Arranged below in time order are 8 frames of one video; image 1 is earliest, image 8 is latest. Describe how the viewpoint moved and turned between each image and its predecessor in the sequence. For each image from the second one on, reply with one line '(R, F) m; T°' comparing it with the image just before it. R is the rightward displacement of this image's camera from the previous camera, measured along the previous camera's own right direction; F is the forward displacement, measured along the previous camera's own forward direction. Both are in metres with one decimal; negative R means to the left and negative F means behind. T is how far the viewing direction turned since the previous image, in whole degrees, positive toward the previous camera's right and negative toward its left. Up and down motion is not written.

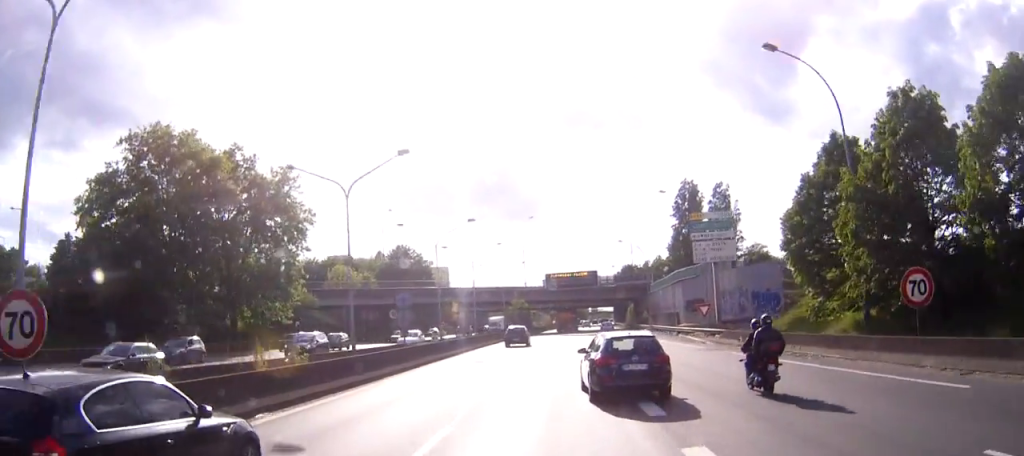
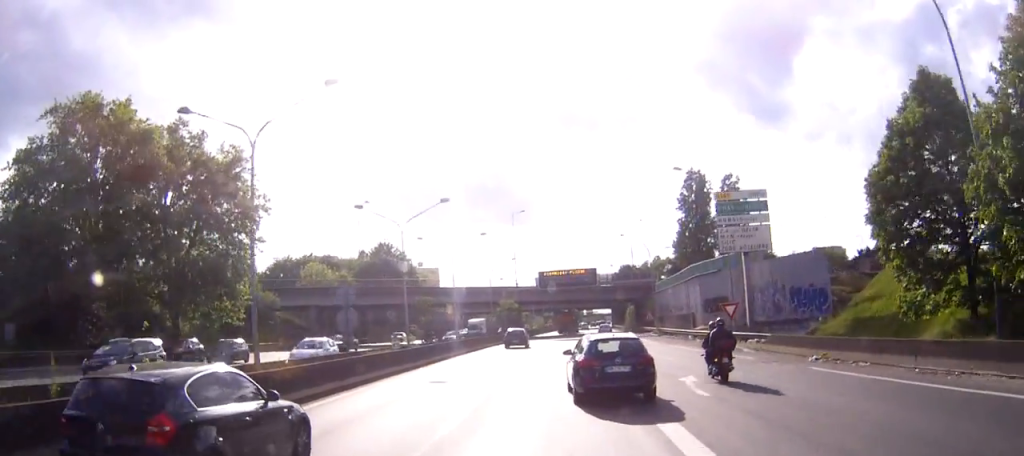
(0.0, +10.8) m; 0°
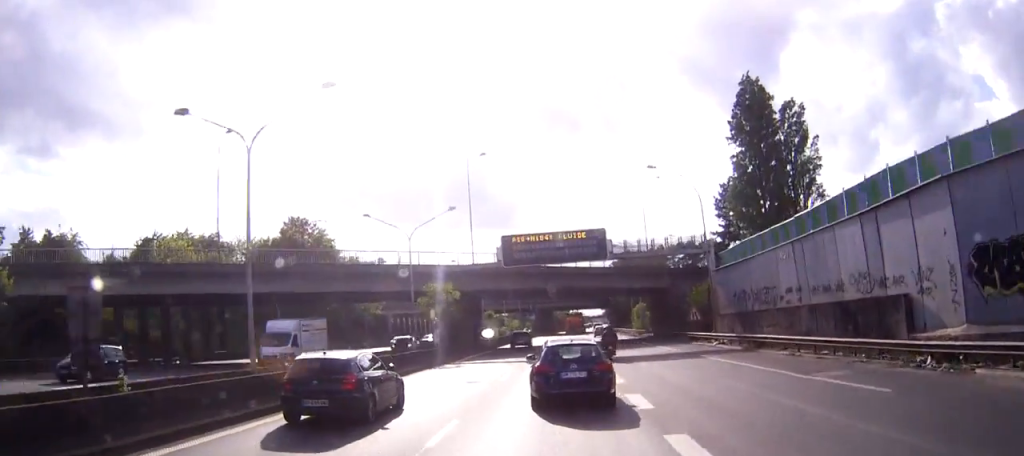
(+0.5, +40.8) m; +2°
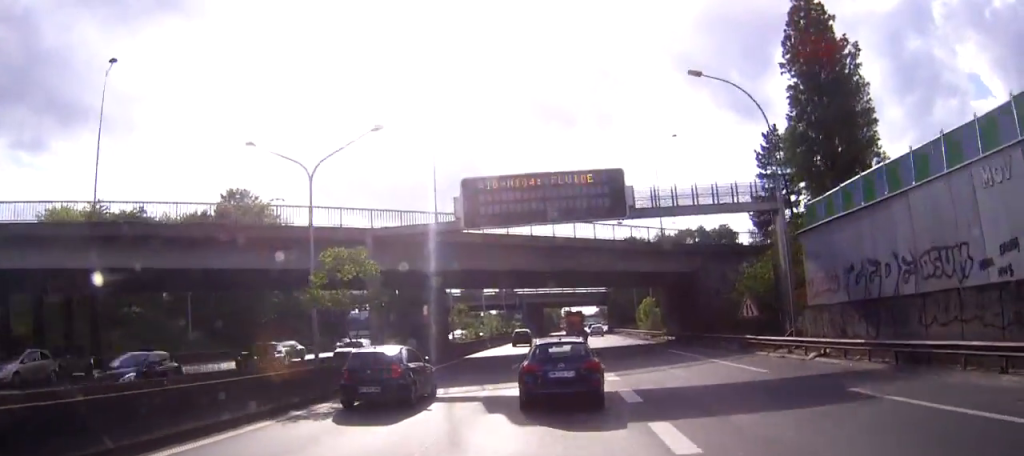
(+0.2, +18.5) m; +1°
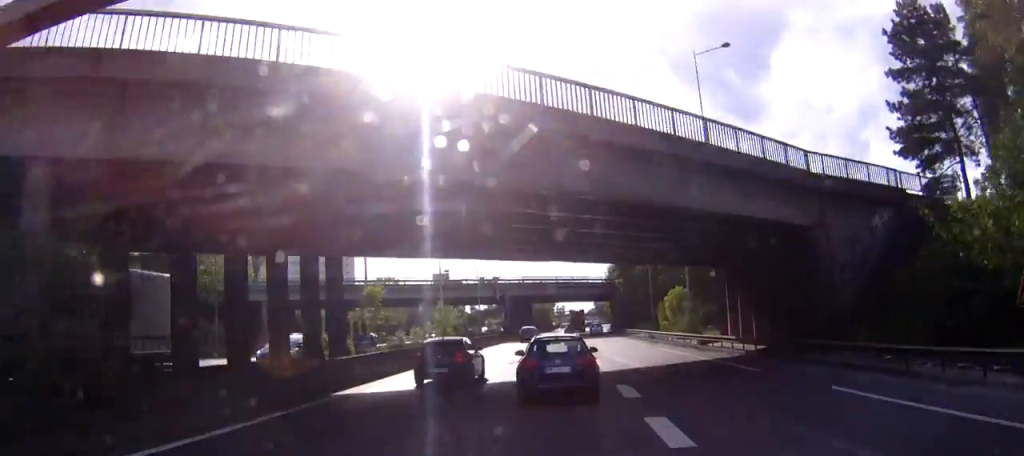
(+0.2, +26.1) m; +1°
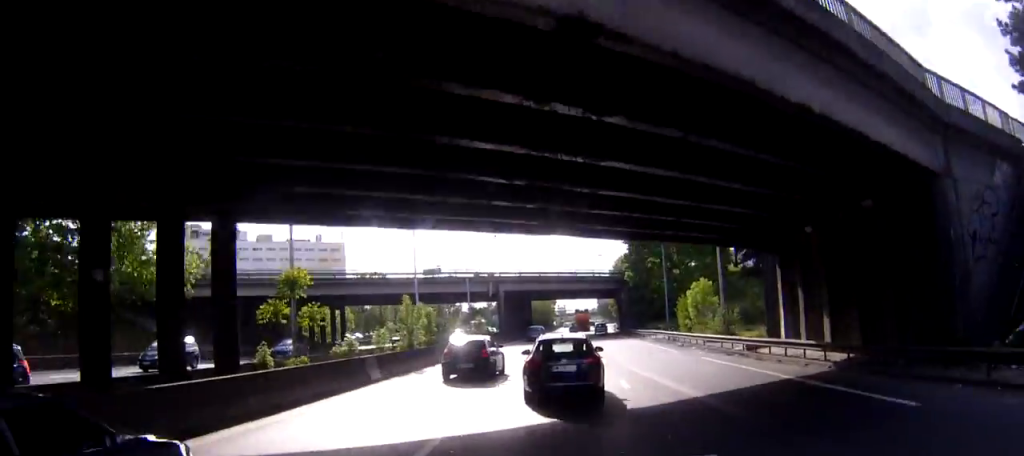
(0.0, +10.5) m; +1°
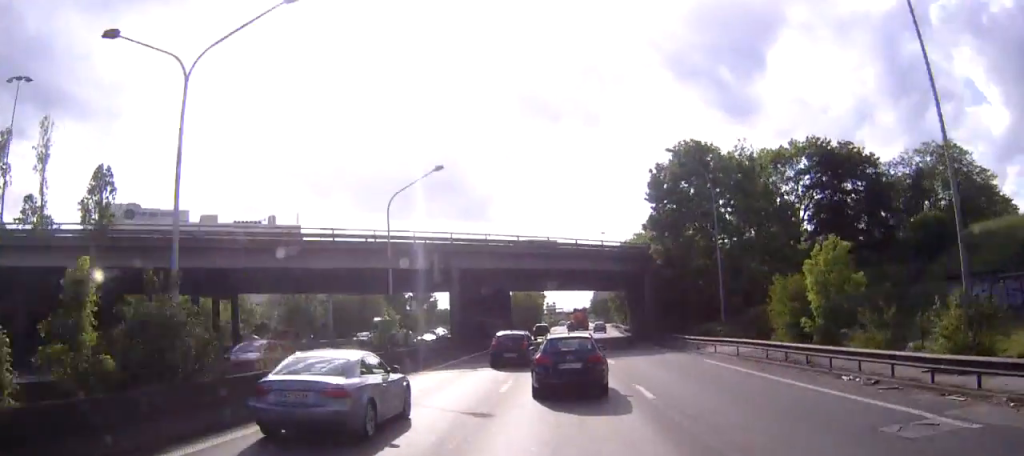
(+0.8, +29.2) m; +2°
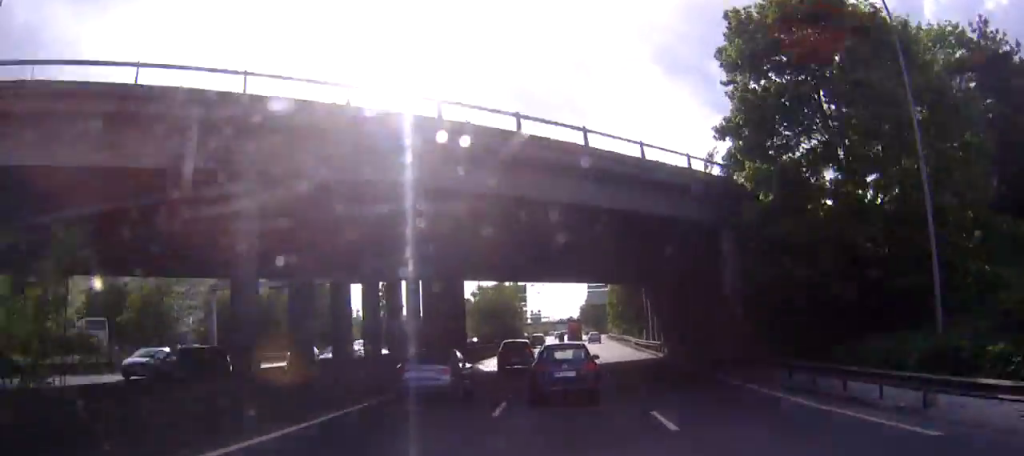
(-0.4, +31.1) m; -2°
